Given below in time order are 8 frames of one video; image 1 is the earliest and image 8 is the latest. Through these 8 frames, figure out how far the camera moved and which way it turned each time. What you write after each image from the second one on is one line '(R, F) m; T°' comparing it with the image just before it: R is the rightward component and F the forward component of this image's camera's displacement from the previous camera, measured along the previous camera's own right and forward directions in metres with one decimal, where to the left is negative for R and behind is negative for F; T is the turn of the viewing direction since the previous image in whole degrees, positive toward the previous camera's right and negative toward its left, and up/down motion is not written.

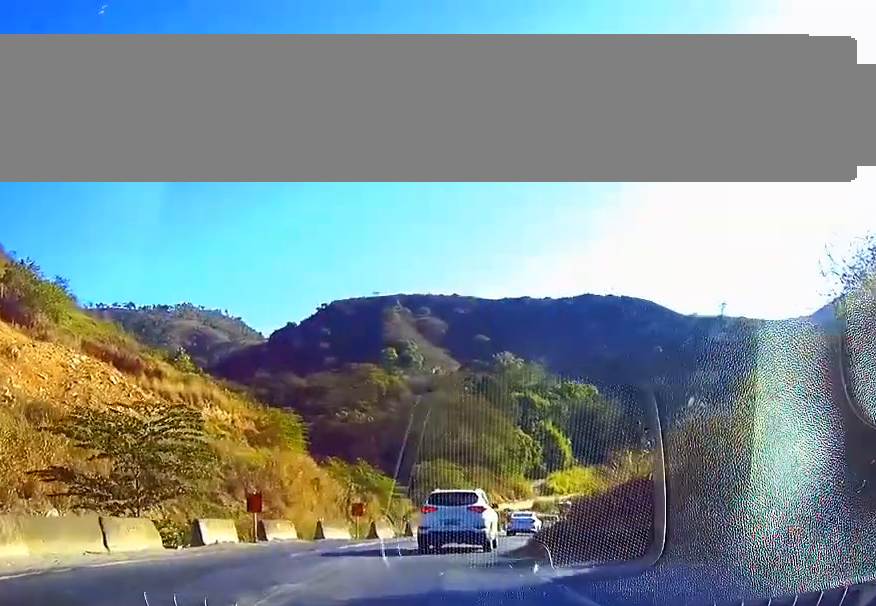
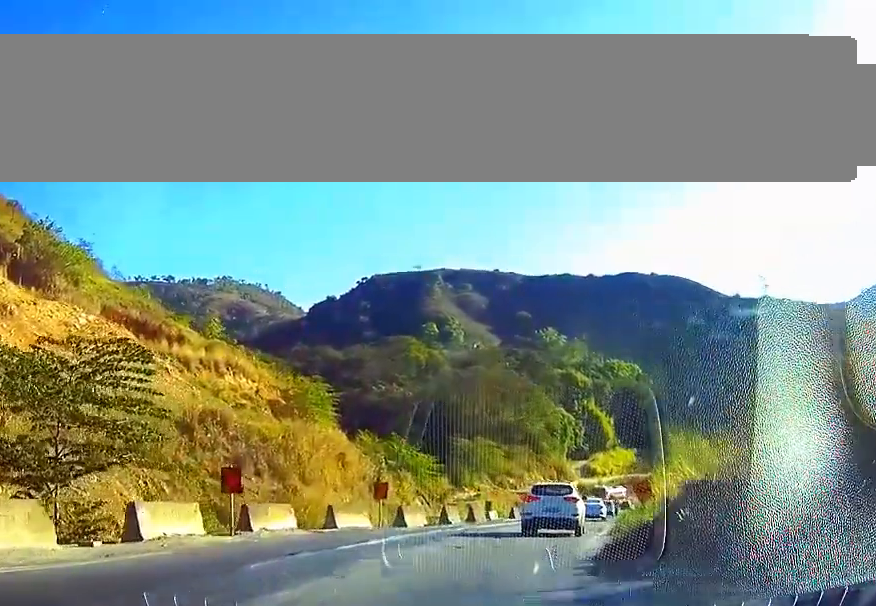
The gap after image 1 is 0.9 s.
(-0.1, +7.2) m; +1°
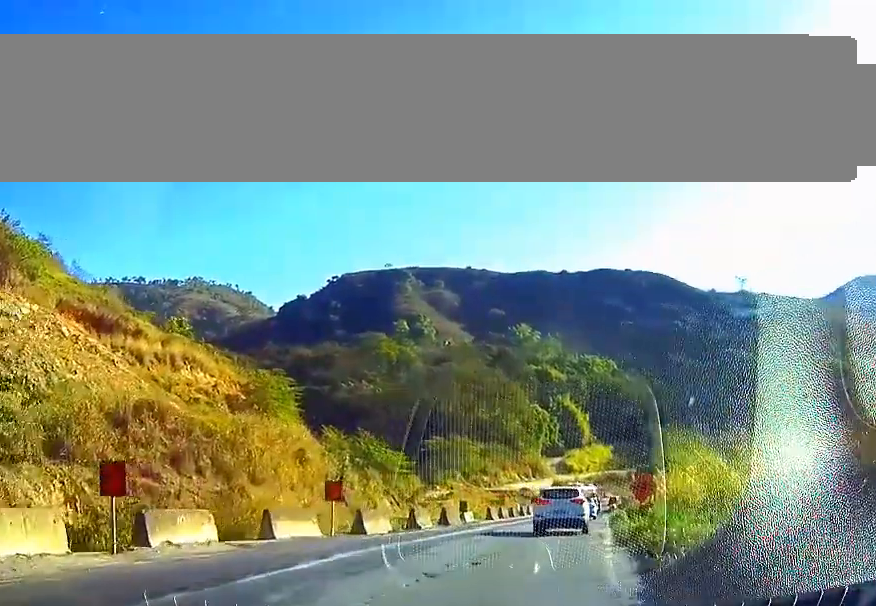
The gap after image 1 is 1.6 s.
(+0.2, +5.5) m; +3°
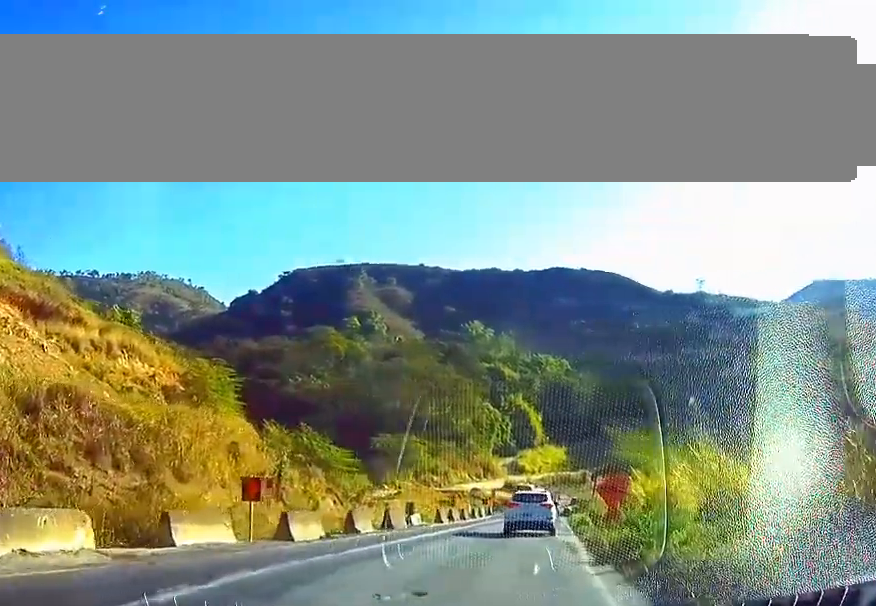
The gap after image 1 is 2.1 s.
(0.0, +4.1) m; 0°
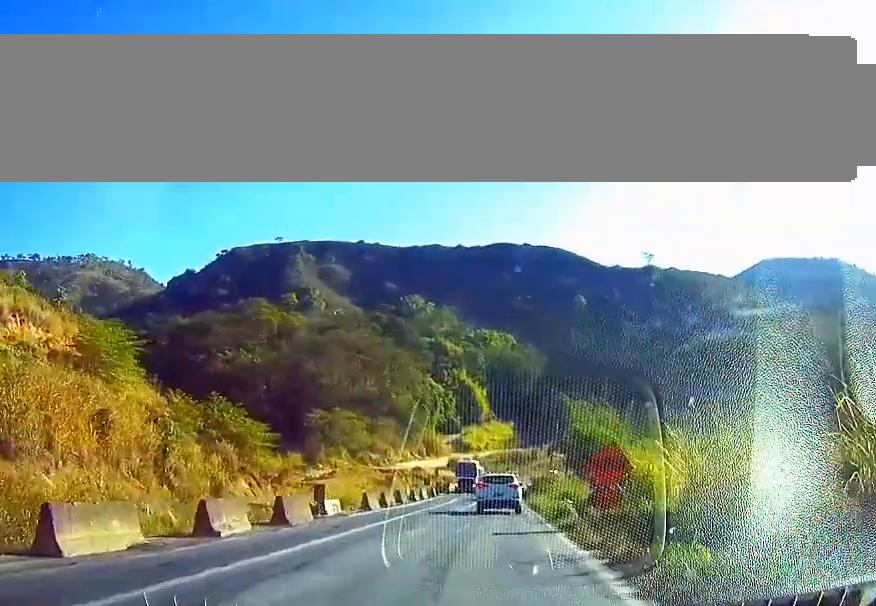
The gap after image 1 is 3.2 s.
(0.0, +10.7) m; 0°
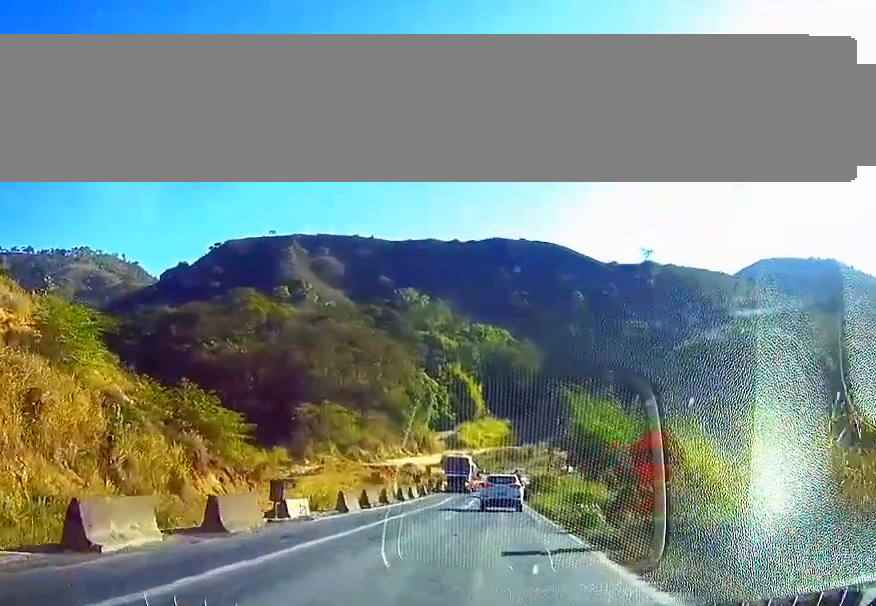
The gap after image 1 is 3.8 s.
(0.0, +5.9) m; 0°
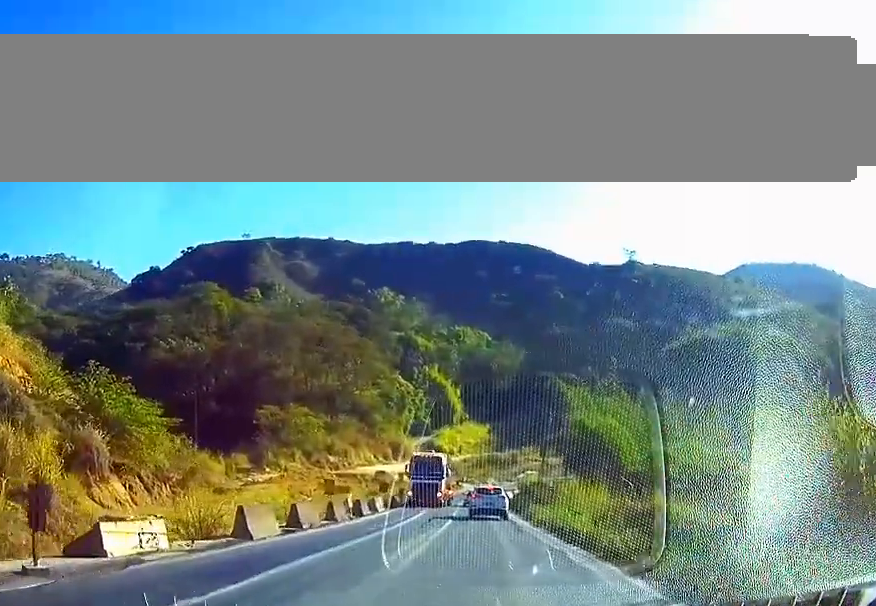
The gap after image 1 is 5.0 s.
(0.0, +12.9) m; 0°
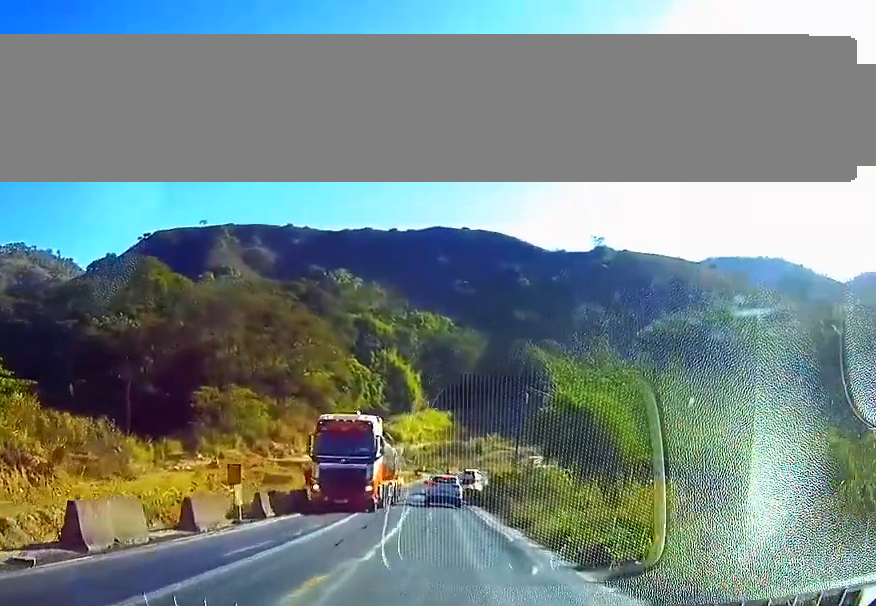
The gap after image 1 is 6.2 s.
(0.0, +14.0) m; 0°
